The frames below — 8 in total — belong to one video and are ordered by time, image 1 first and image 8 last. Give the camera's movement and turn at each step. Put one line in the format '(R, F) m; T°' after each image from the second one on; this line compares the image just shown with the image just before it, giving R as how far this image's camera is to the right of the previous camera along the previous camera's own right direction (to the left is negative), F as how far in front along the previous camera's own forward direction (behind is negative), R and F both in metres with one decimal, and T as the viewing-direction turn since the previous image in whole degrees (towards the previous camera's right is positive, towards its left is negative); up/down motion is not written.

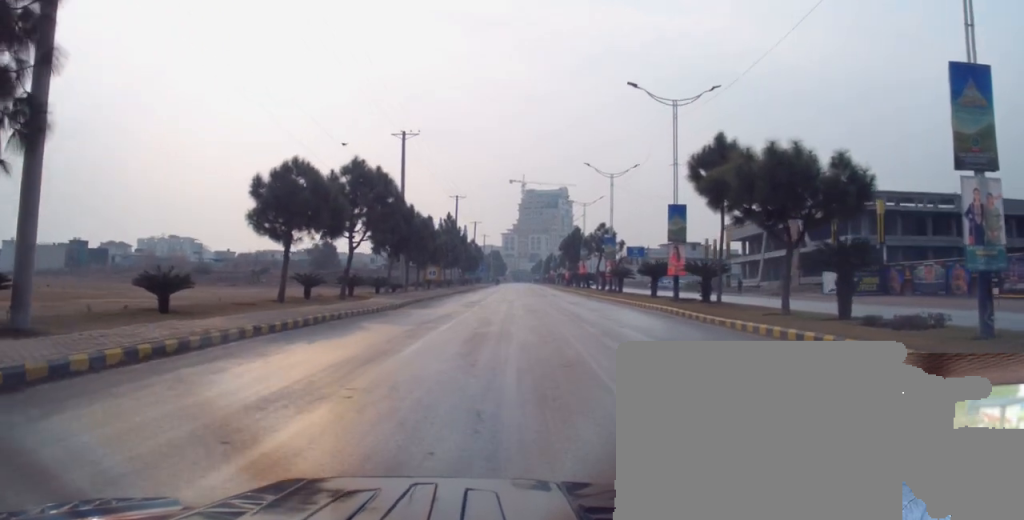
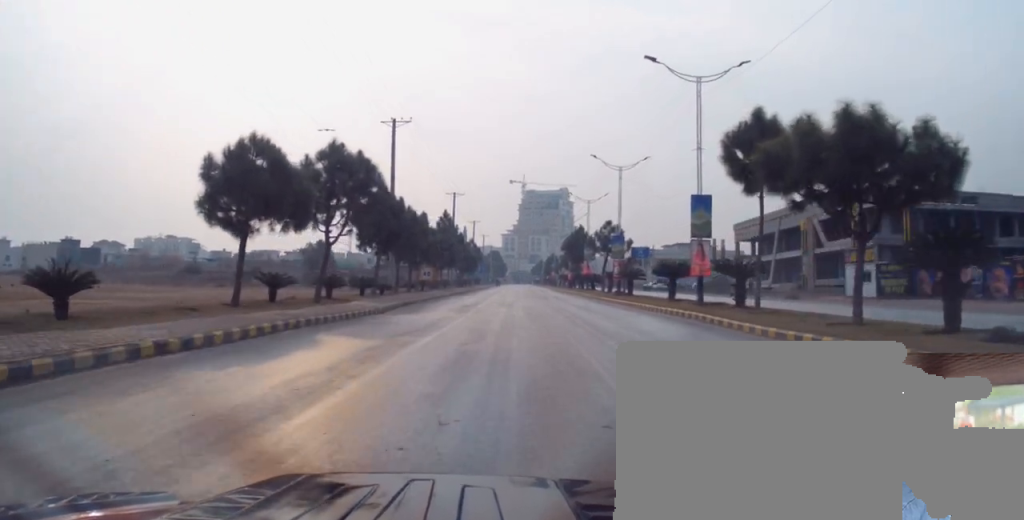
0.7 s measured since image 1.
(+0.1, +4.7) m; 0°
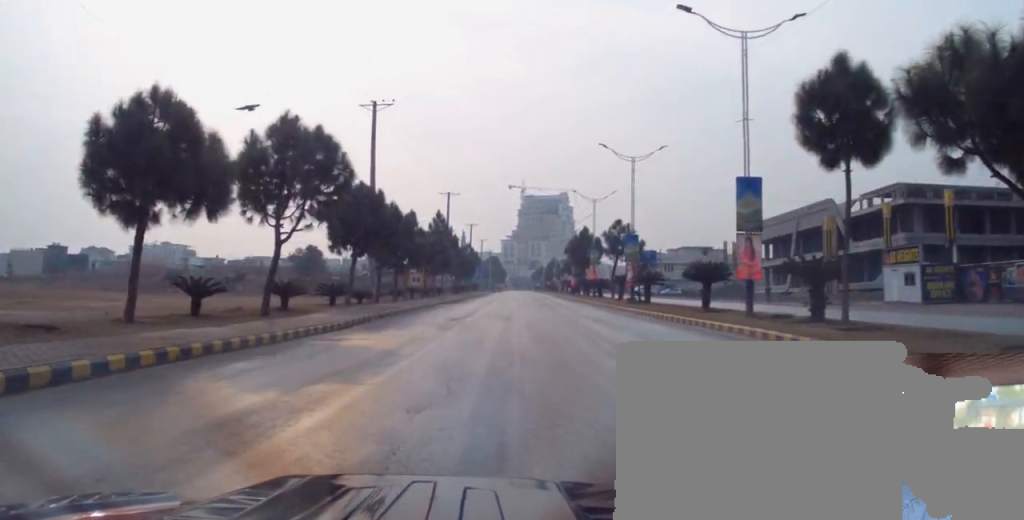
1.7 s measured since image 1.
(-0.2, +6.6) m; -1°
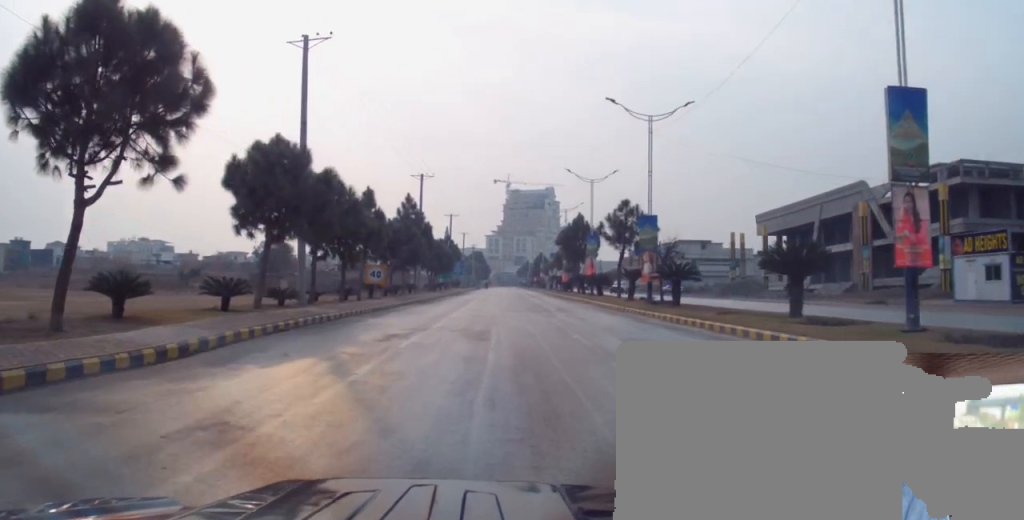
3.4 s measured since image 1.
(+0.5, +11.2) m; +5°
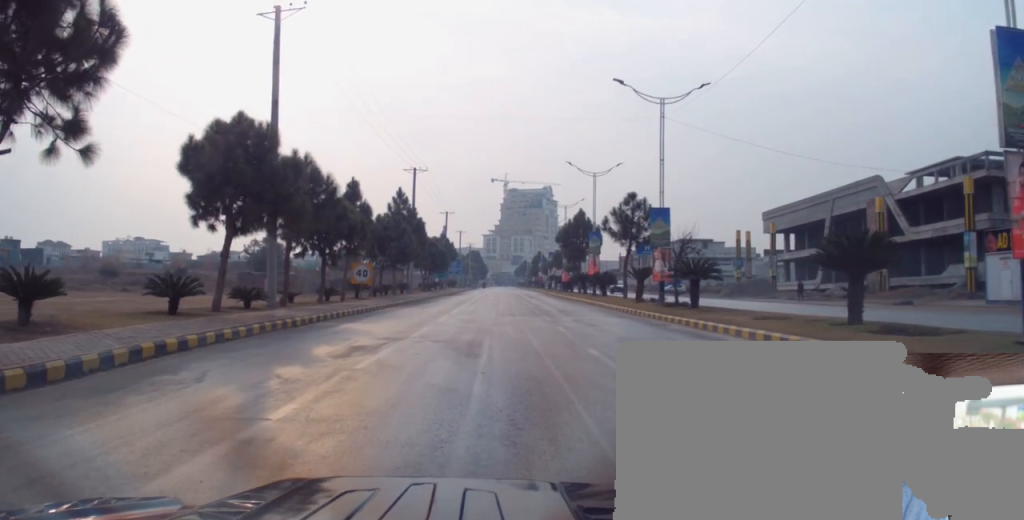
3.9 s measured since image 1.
(-0.1, +3.6) m; 0°
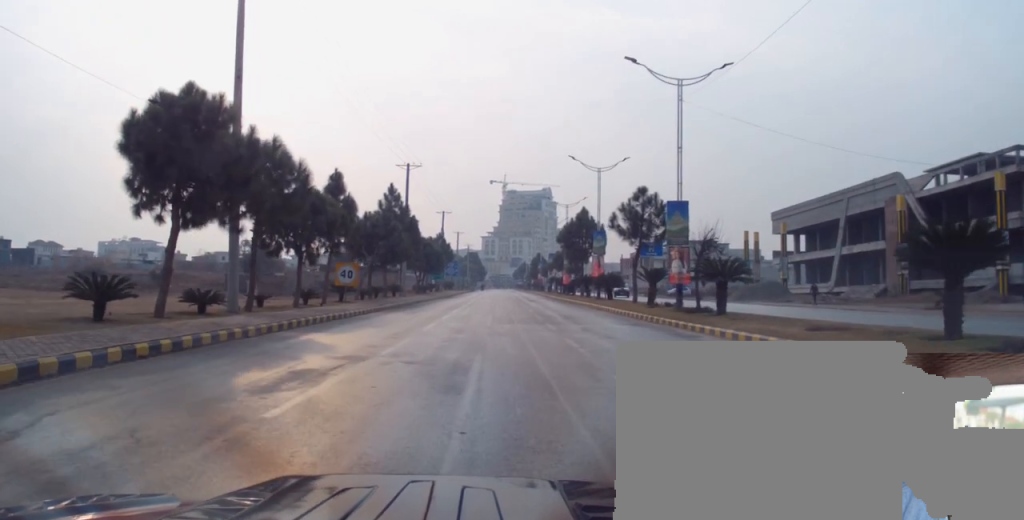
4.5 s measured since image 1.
(0.0, +3.9) m; -1°
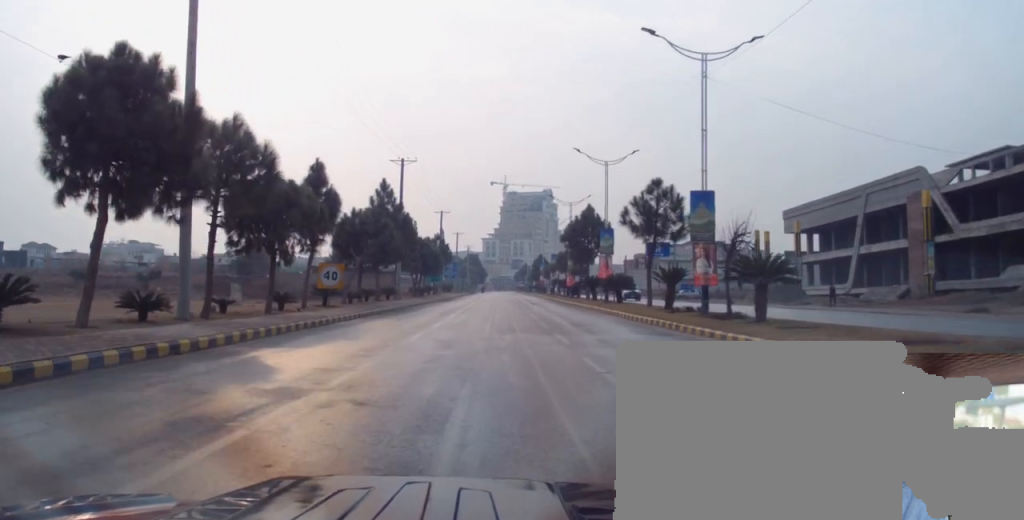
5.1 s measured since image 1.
(+0.2, +3.7) m; -2°
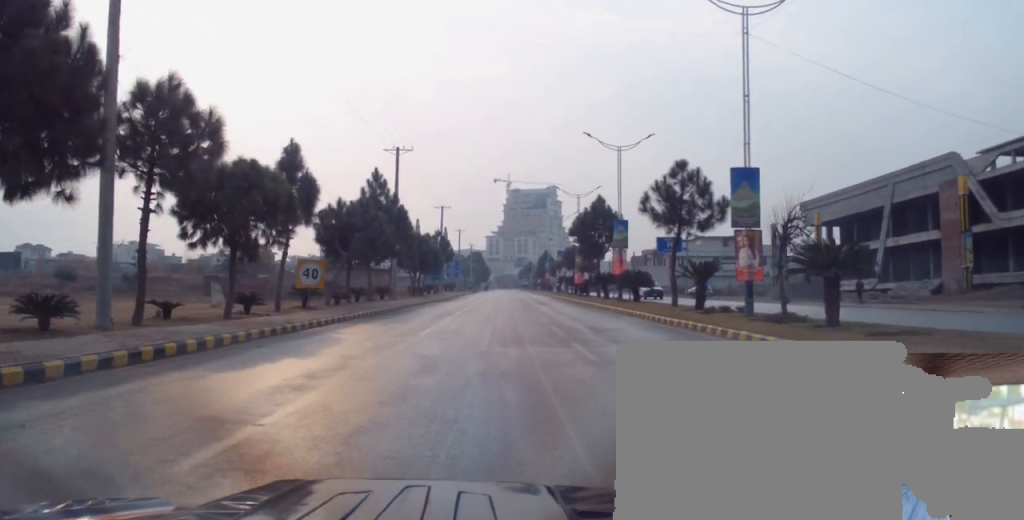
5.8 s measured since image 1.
(-0.2, +4.6) m; -2°
